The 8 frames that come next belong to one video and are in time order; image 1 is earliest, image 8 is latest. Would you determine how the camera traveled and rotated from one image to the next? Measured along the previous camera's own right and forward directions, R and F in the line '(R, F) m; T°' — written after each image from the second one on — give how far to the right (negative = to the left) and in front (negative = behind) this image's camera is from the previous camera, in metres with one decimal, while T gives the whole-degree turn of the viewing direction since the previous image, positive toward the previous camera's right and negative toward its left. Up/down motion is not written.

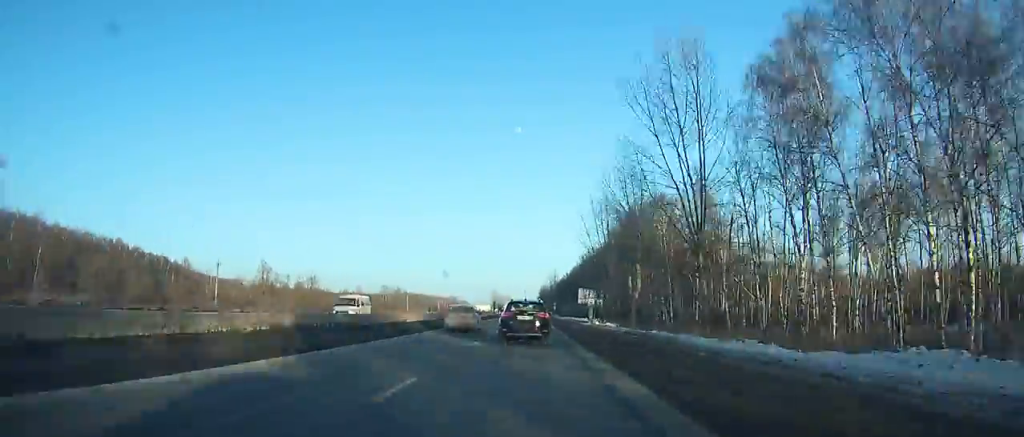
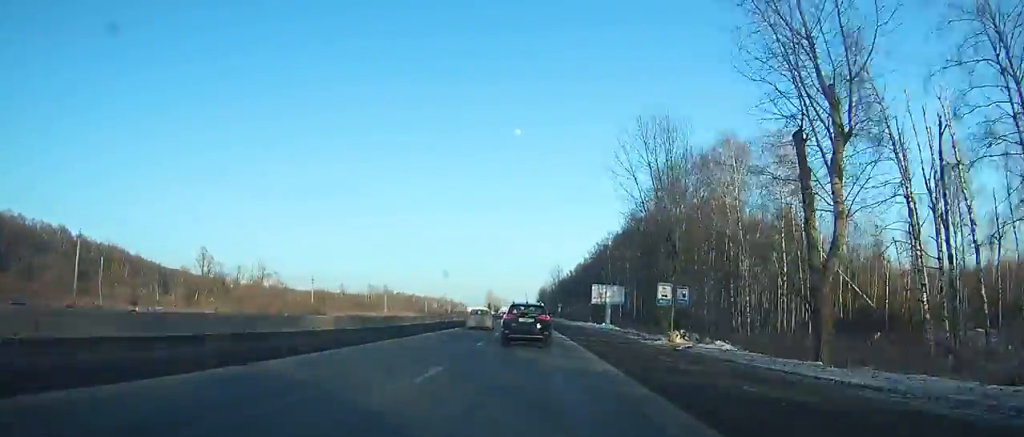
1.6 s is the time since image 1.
(+0.1, +33.7) m; 0°
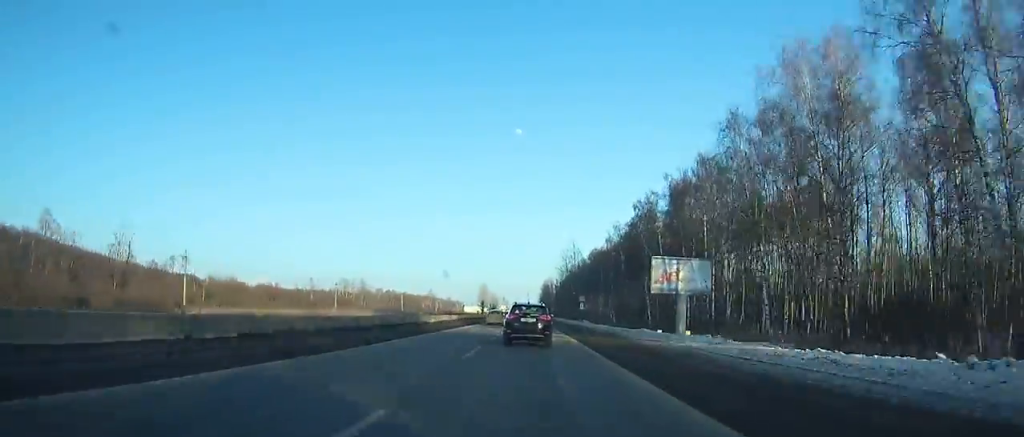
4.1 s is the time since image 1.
(+0.2, +53.8) m; 0°
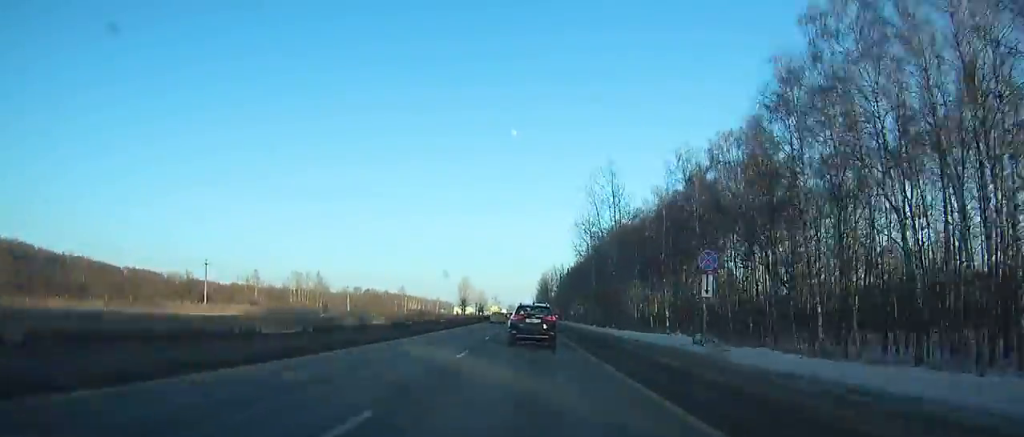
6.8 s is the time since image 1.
(+0.1, +58.6) m; 0°
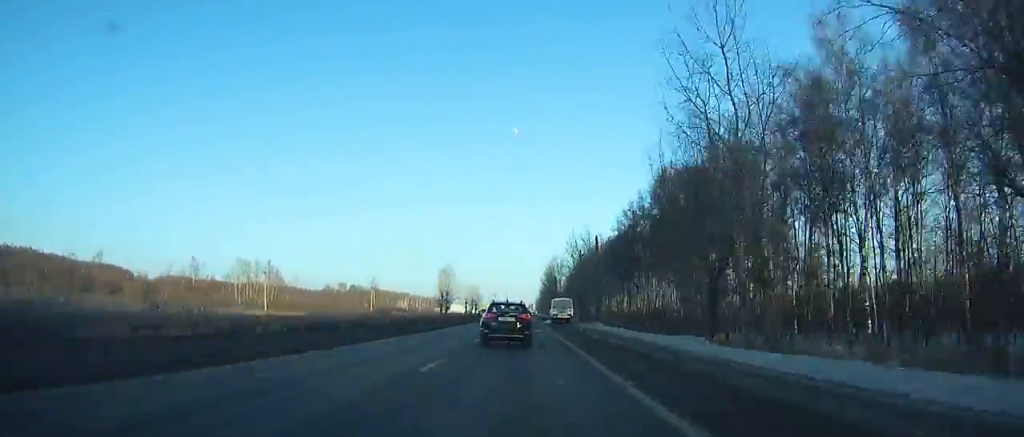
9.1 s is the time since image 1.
(-0.1, +49.6) m; 0°
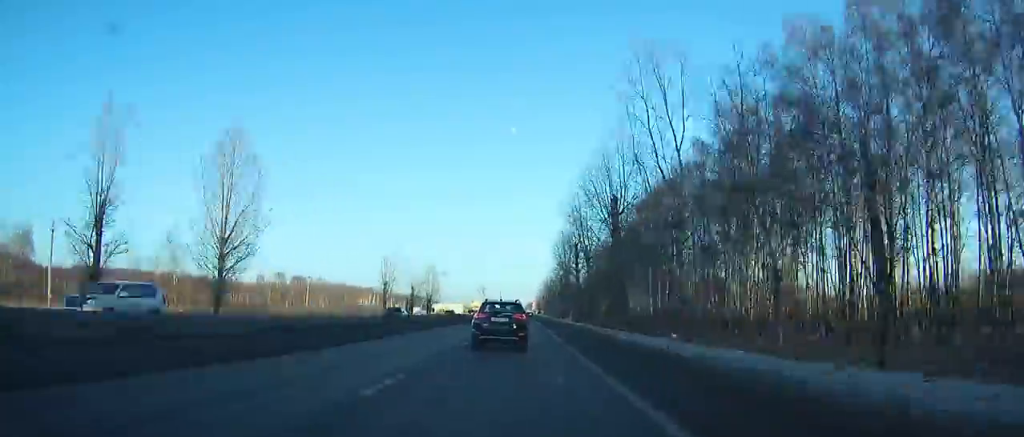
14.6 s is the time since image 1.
(-0.2, +115.5) m; 0°
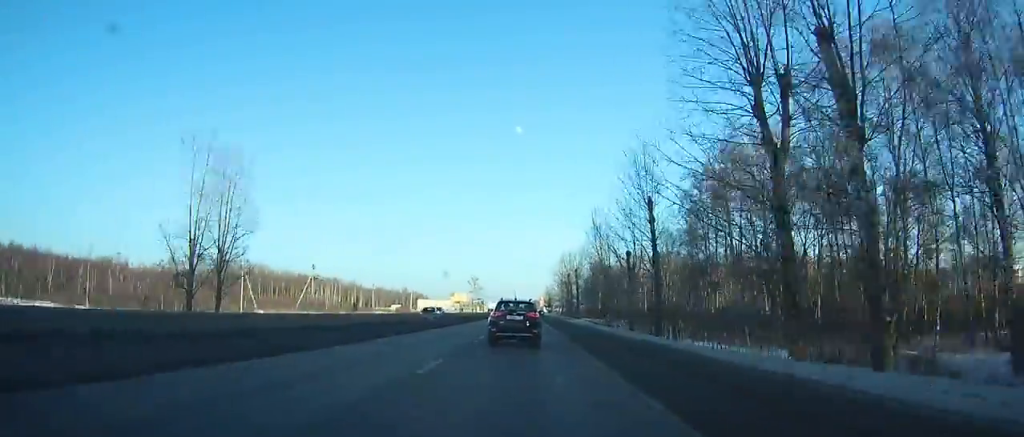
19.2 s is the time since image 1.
(-0.1, +98.7) m; 0°
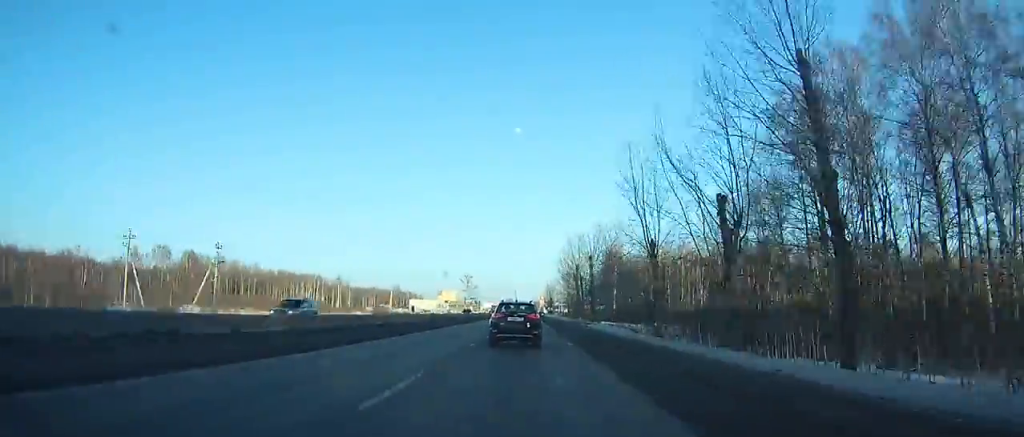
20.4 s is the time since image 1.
(0.0, +28.0) m; 0°
